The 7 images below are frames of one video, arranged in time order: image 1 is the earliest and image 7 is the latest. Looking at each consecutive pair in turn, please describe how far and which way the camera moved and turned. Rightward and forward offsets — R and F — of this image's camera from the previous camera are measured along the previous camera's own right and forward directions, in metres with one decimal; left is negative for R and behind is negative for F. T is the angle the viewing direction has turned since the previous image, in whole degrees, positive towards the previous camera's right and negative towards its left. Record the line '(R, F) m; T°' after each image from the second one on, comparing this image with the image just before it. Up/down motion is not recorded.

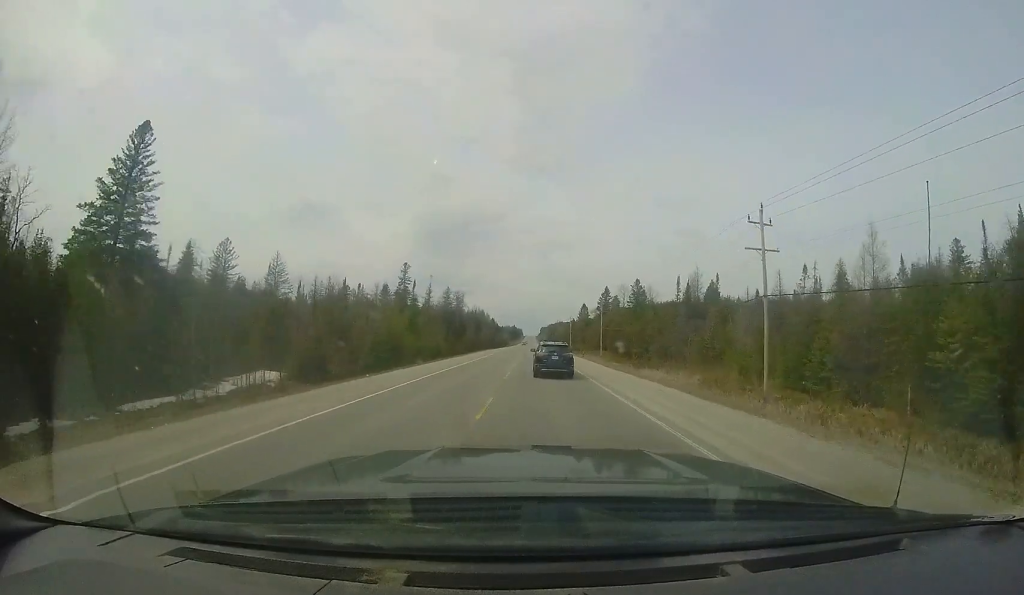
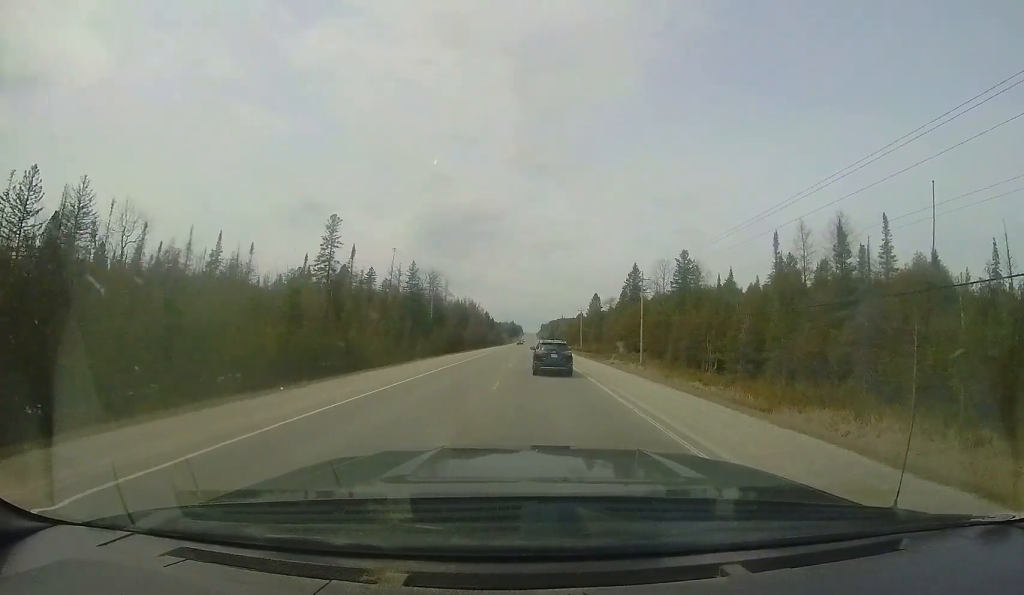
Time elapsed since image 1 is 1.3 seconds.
(+0.8, +31.2) m; 0°
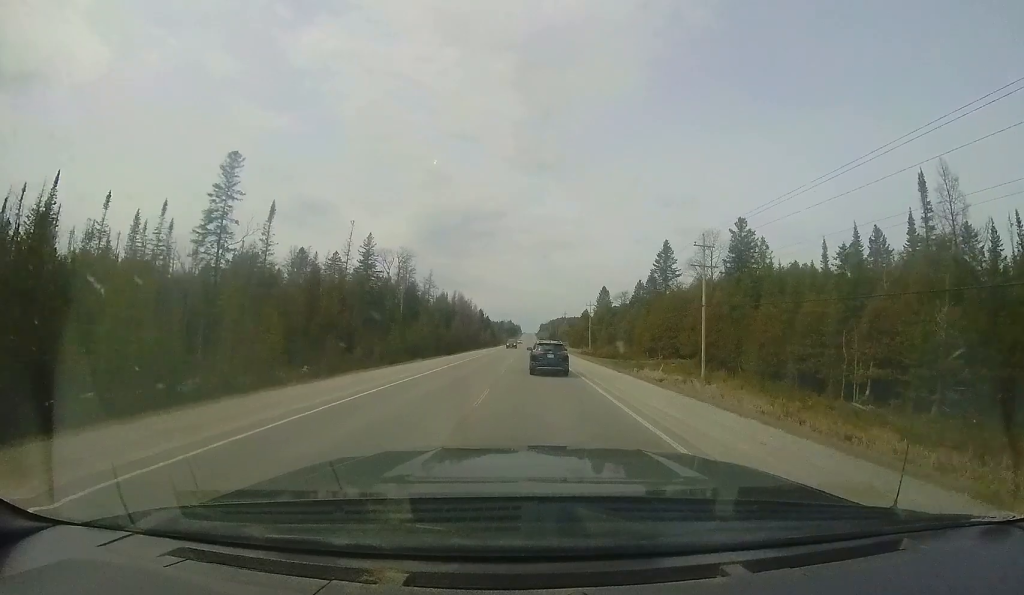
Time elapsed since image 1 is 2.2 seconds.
(-0.3, +20.2) m; -1°
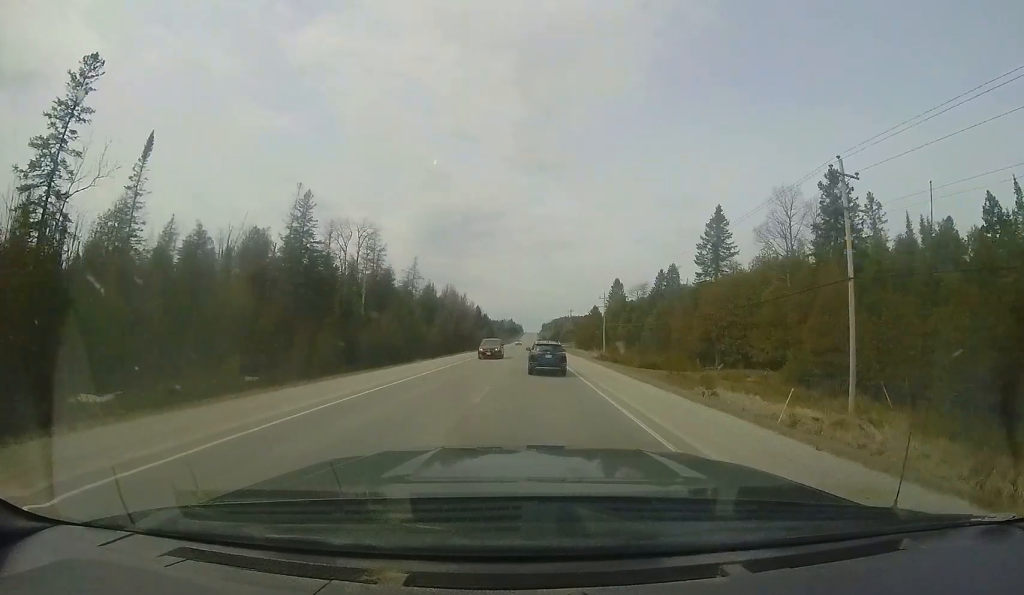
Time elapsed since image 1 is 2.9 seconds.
(-0.3, +16.9) m; +1°
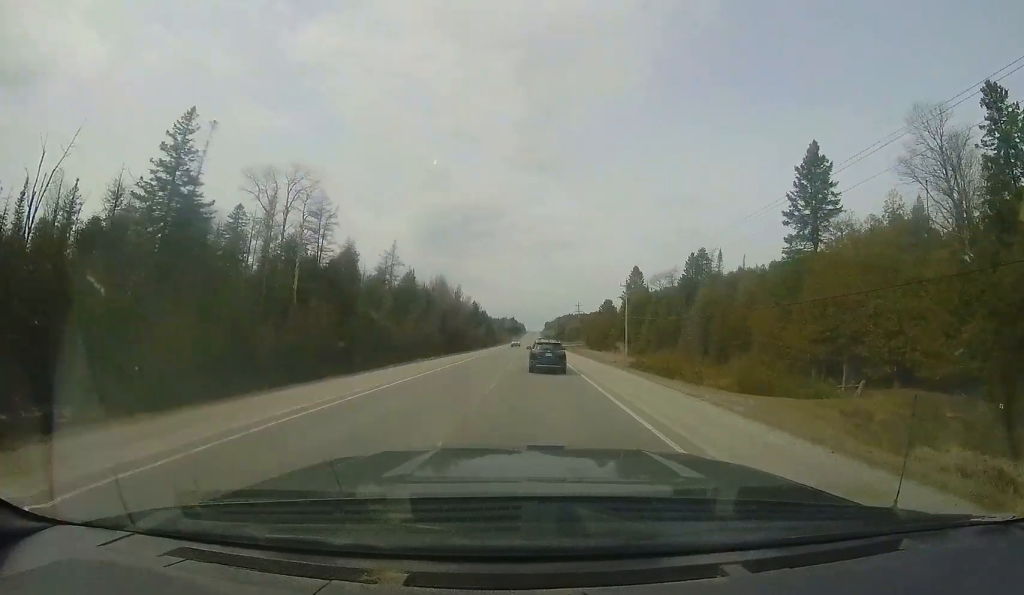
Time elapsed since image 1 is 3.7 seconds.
(+0.4, +16.8) m; 0°
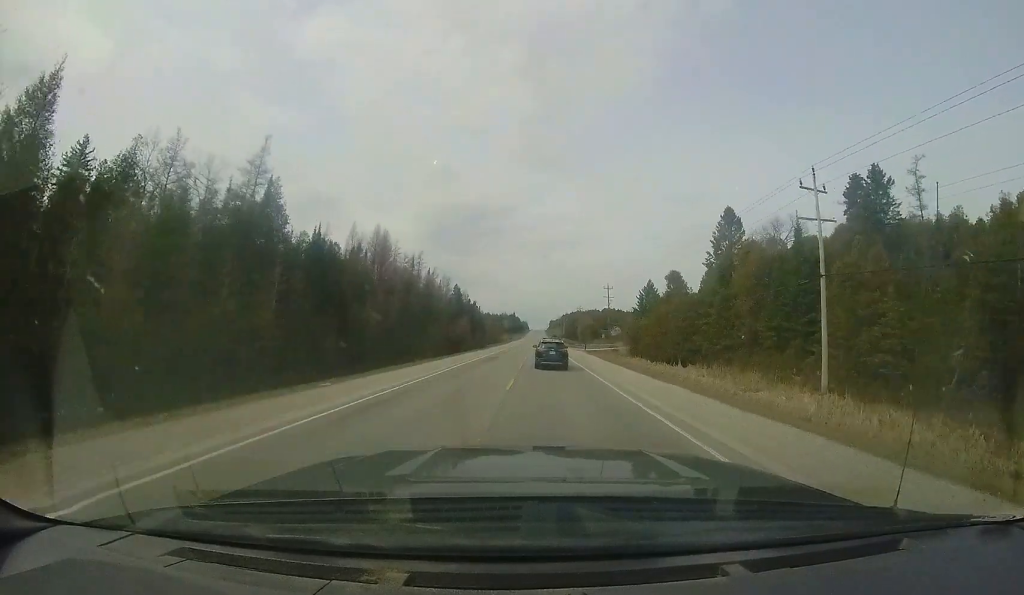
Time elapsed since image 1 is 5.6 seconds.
(-0.8, +43.8) m; -2°
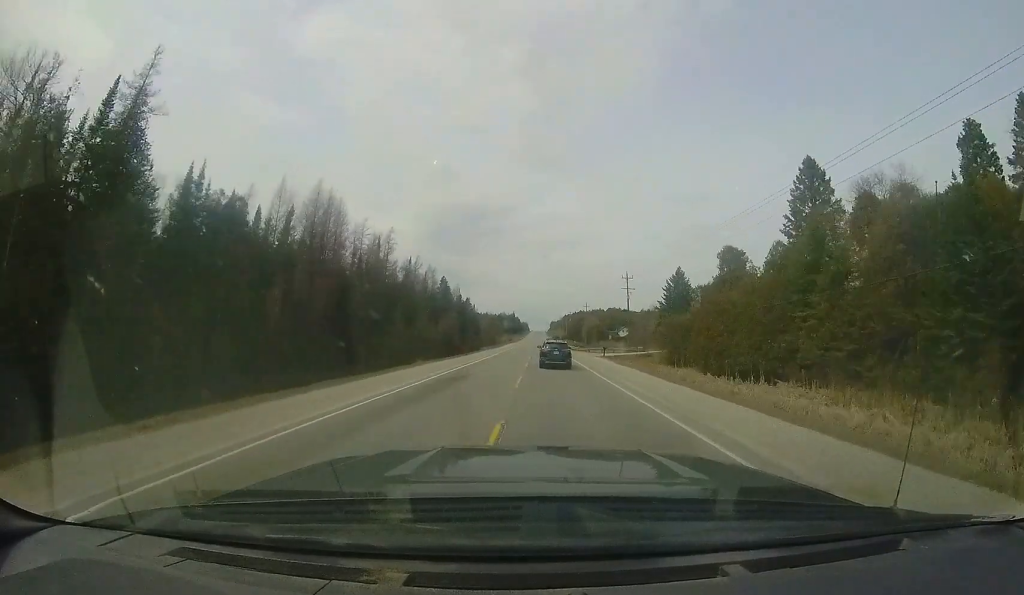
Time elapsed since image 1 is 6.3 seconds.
(-0.1, +16.5) m; 0°
